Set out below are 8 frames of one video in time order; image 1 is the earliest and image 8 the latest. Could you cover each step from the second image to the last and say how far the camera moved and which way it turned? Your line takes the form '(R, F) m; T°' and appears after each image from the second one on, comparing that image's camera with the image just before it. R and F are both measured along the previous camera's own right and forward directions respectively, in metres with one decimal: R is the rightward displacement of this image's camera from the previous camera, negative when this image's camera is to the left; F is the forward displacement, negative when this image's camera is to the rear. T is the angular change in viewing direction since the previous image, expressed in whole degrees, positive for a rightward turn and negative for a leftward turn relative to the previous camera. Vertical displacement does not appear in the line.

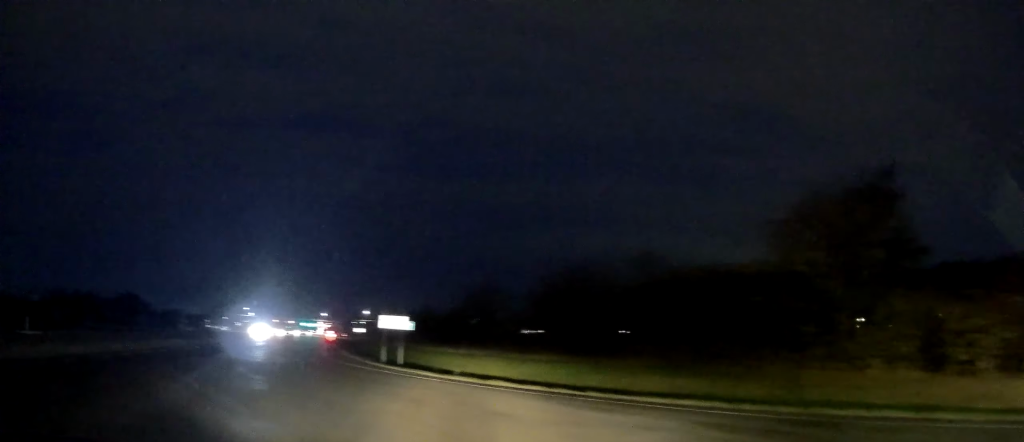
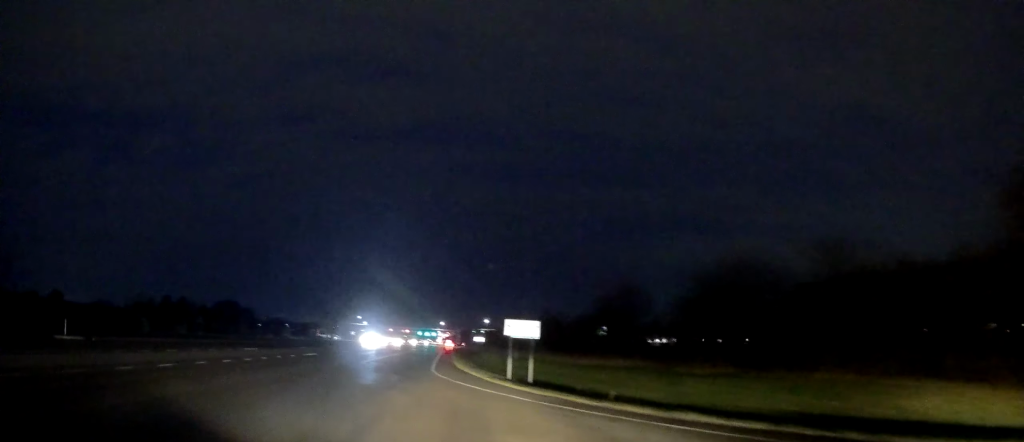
(-1.7, +5.7) m; -19°
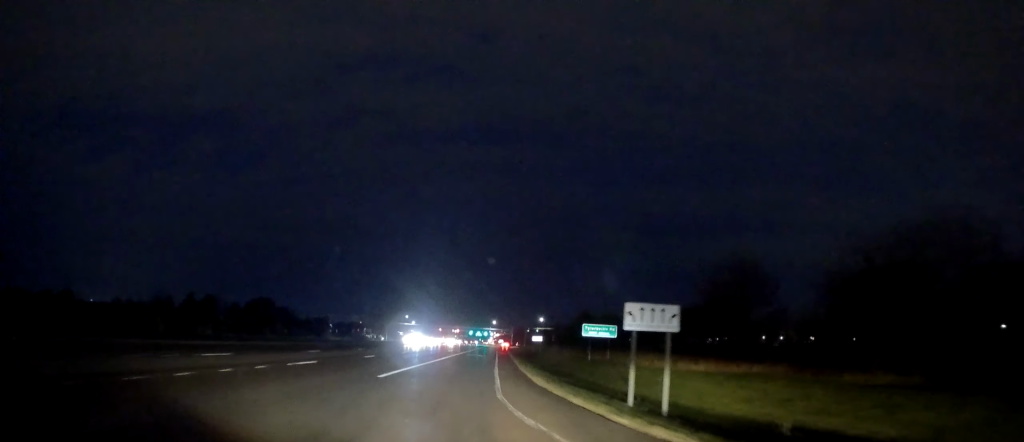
(-1.2, +11.4) m; -11°
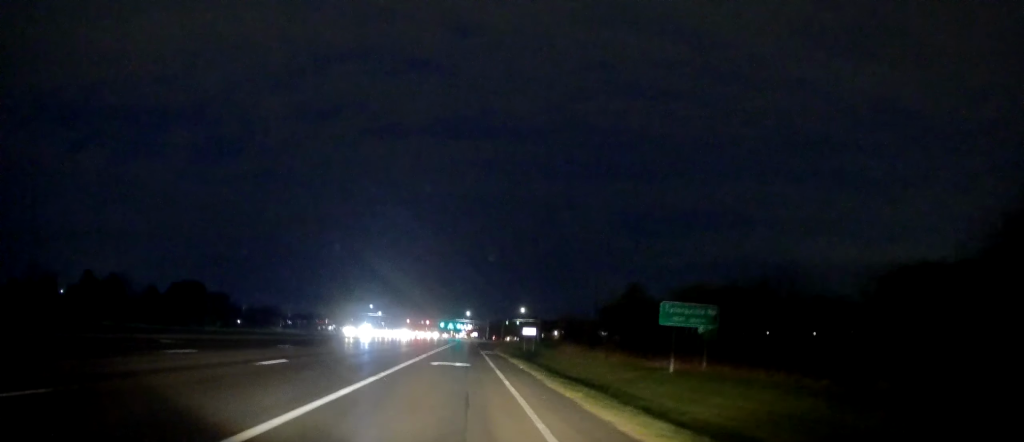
(-1.1, +26.7) m; -4°
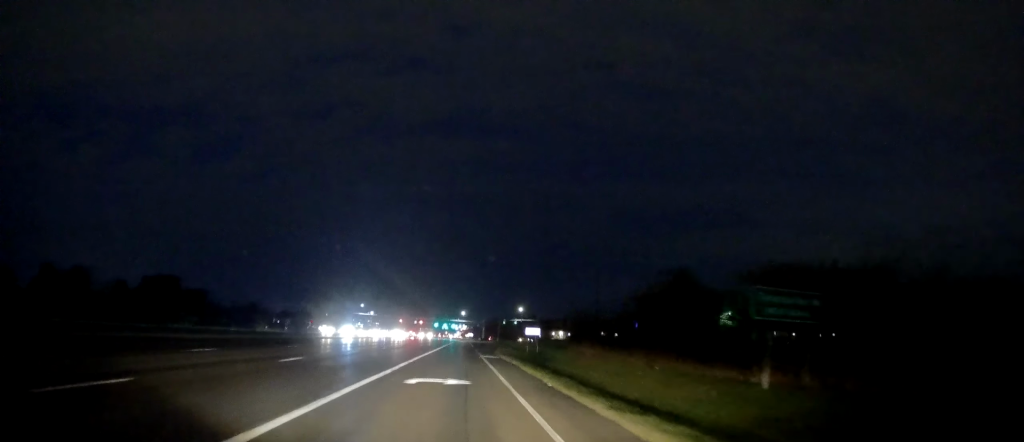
(-0.4, +9.7) m; 0°
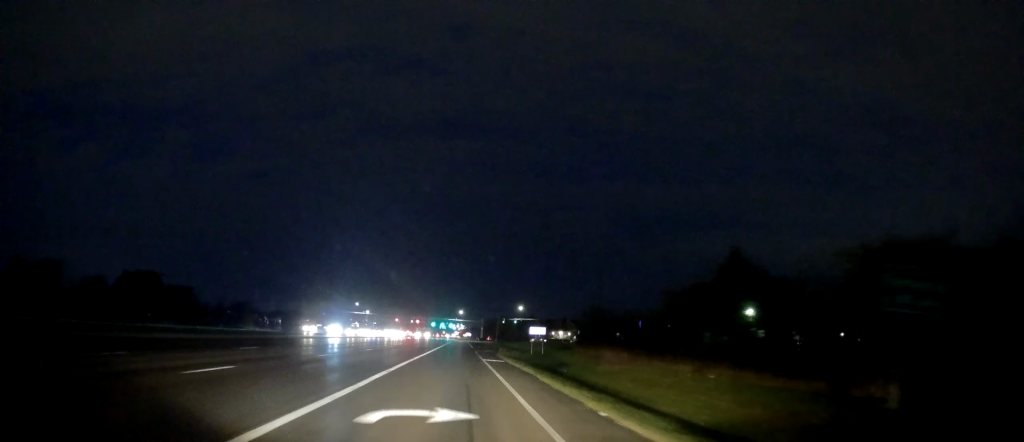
(+0.2, +6.9) m; +2°
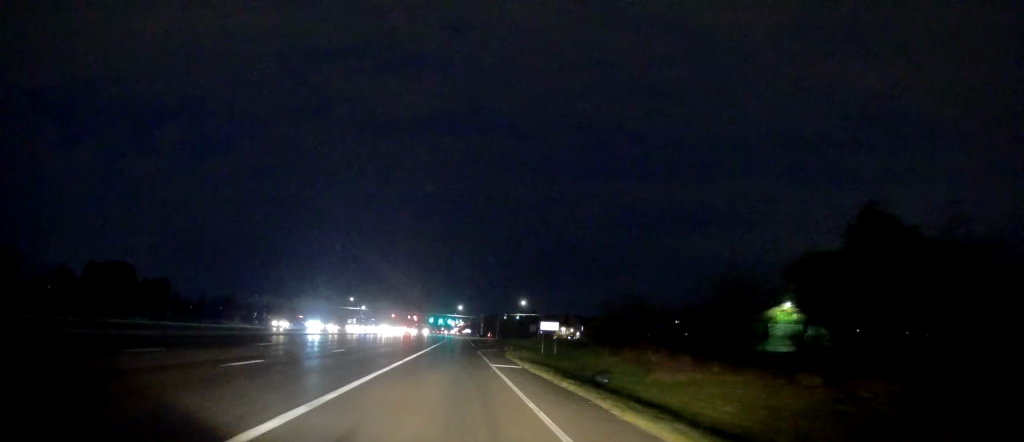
(+0.2, +9.6) m; +2°
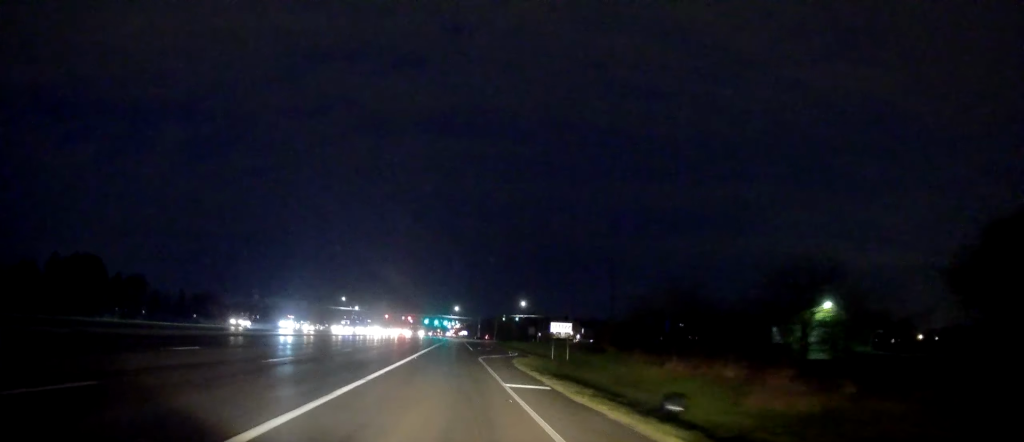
(+0.3, +8.9) m; 0°
